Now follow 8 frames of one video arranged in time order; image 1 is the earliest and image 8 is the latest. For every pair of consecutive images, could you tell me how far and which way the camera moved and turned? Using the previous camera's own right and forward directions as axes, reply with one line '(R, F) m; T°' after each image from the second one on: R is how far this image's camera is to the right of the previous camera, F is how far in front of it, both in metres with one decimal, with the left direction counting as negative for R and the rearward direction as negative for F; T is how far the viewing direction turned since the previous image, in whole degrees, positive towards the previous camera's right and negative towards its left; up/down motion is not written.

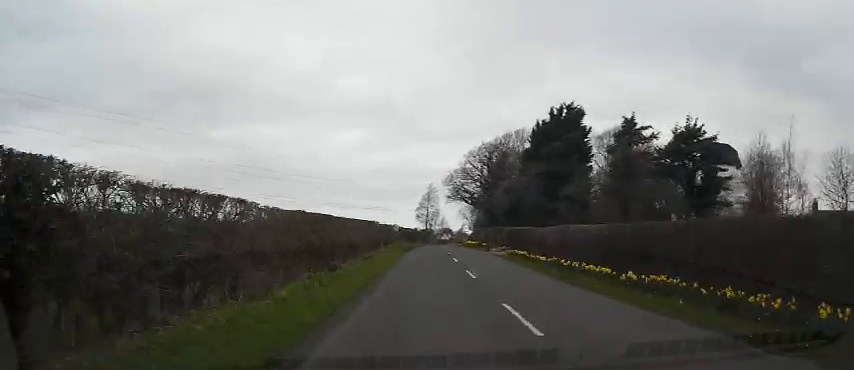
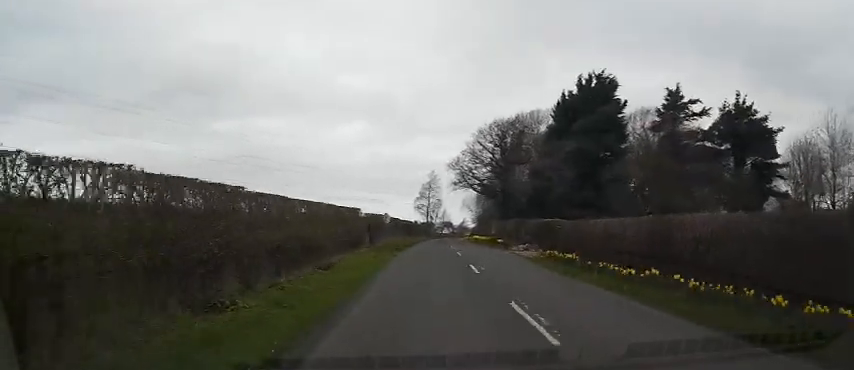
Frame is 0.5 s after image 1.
(0.0, +9.4) m; 0°
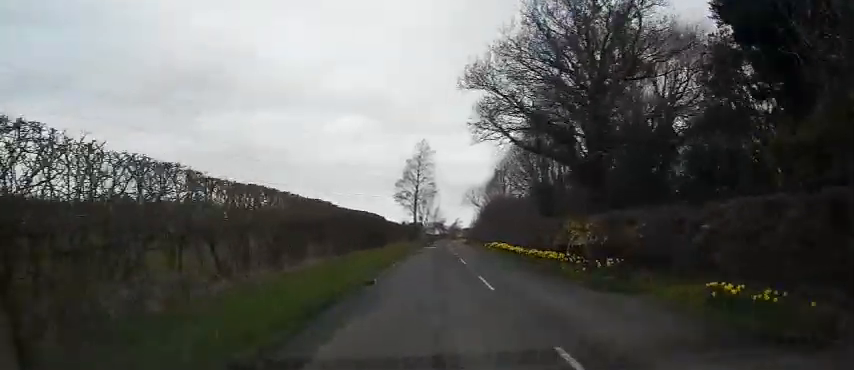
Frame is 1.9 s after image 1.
(+0.1, +29.8) m; +1°
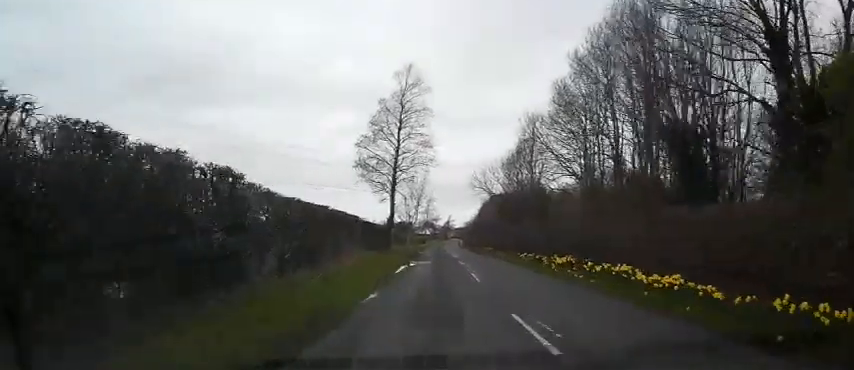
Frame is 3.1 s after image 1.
(+0.2, +23.8) m; +1°
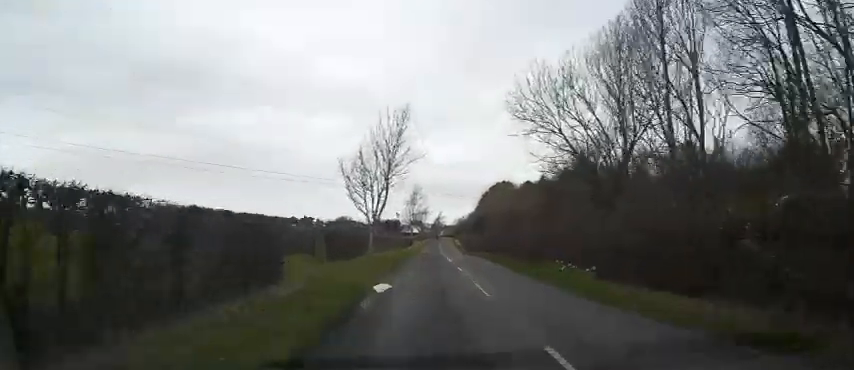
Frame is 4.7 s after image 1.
(+0.3, +28.8) m; +1°
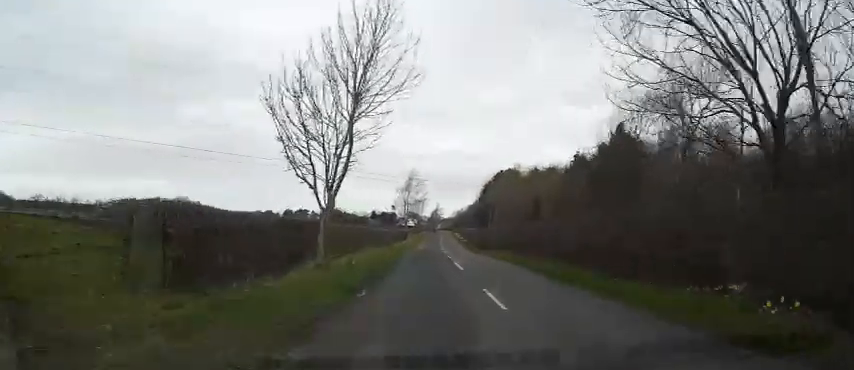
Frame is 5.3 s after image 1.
(+0.1, +11.3) m; 0°
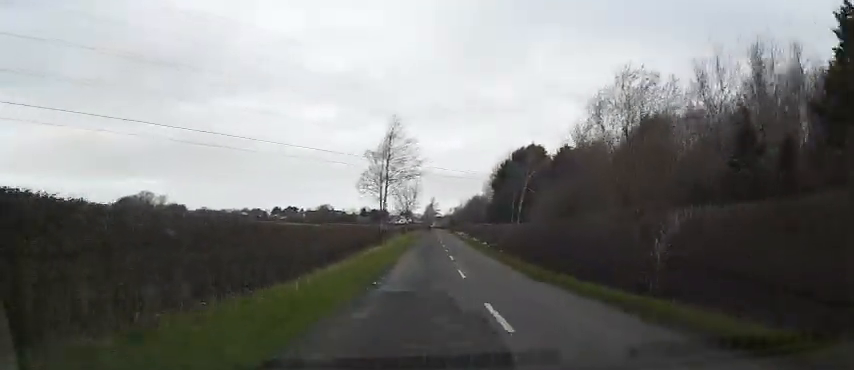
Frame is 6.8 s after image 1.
(+0.2, +27.4) m; +1°
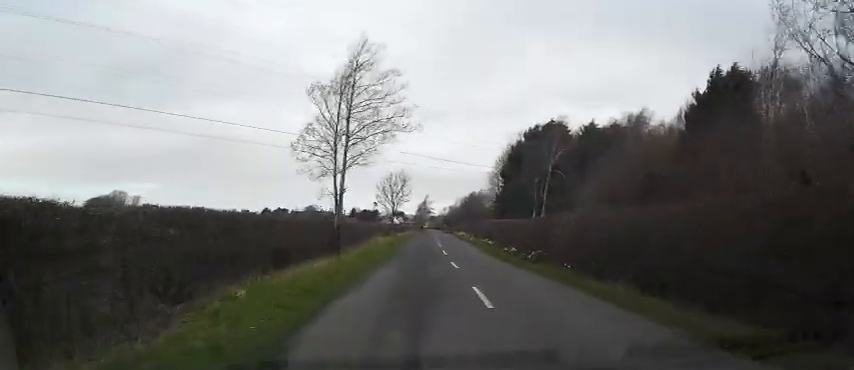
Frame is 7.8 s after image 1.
(0.0, +16.8) m; 0°
